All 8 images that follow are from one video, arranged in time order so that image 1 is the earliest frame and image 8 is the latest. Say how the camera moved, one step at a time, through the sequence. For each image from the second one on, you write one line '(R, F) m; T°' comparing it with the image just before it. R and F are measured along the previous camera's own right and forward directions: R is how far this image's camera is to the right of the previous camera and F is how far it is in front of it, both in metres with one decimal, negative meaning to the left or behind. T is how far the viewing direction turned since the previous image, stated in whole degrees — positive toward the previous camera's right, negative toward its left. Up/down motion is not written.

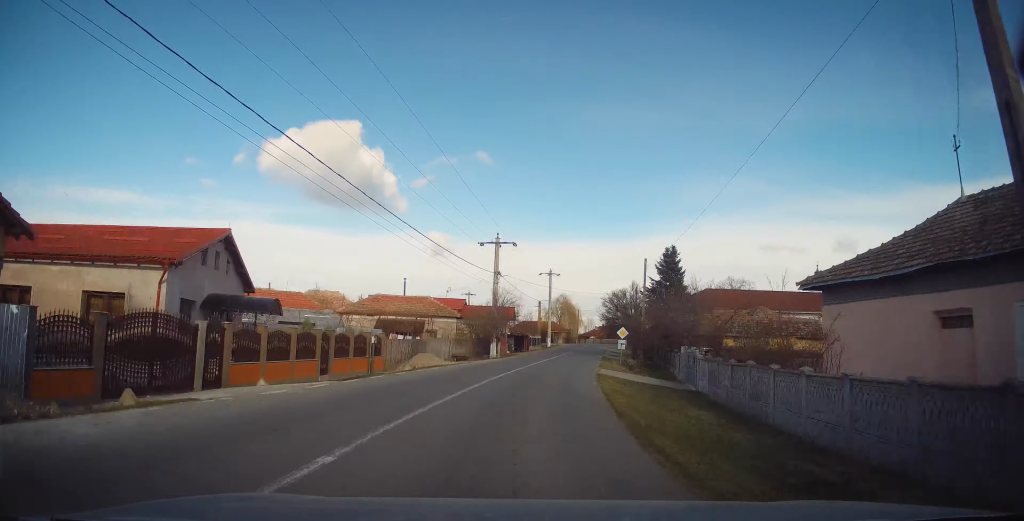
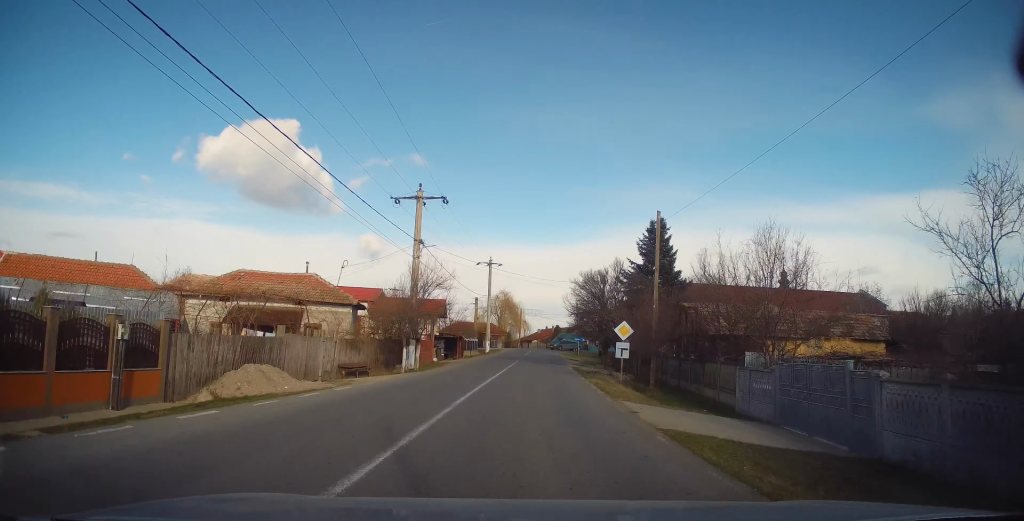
(+0.8, +14.4) m; +5°
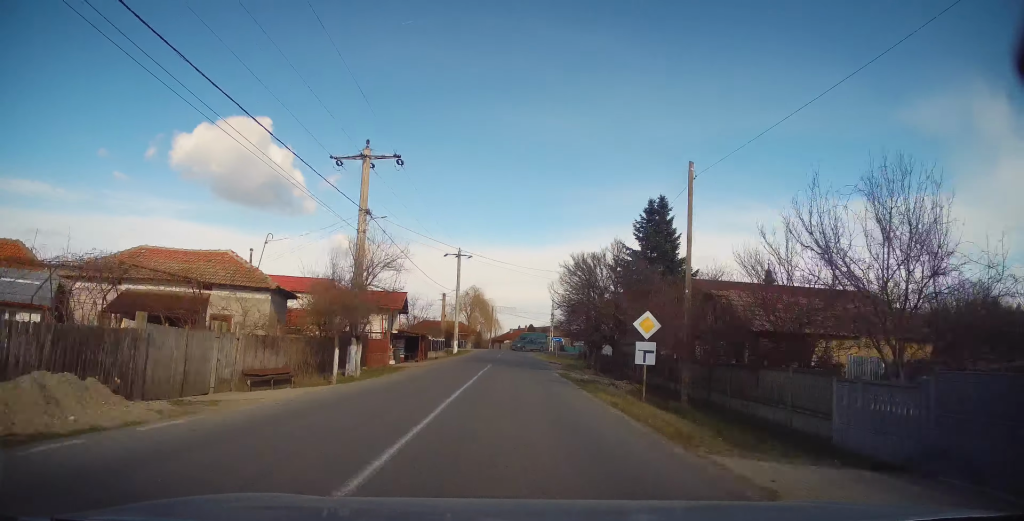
(+0.2, +6.8) m; +2°
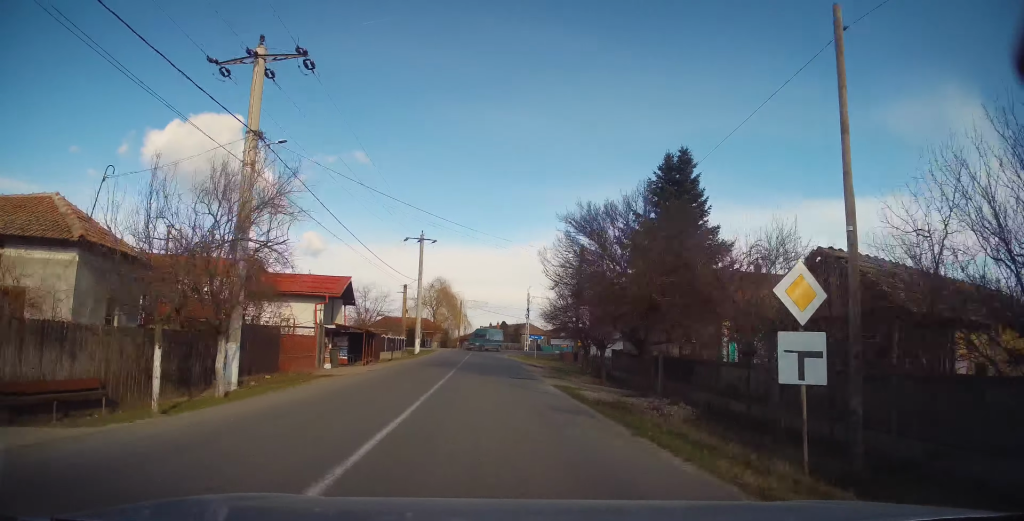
(+0.1, +8.9) m; +2°
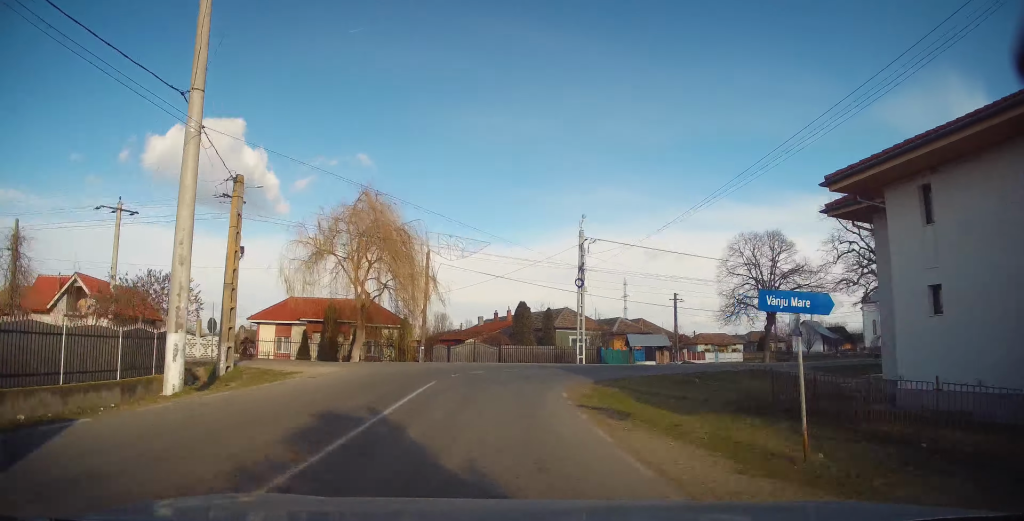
(+1.4, +40.6) m; +4°
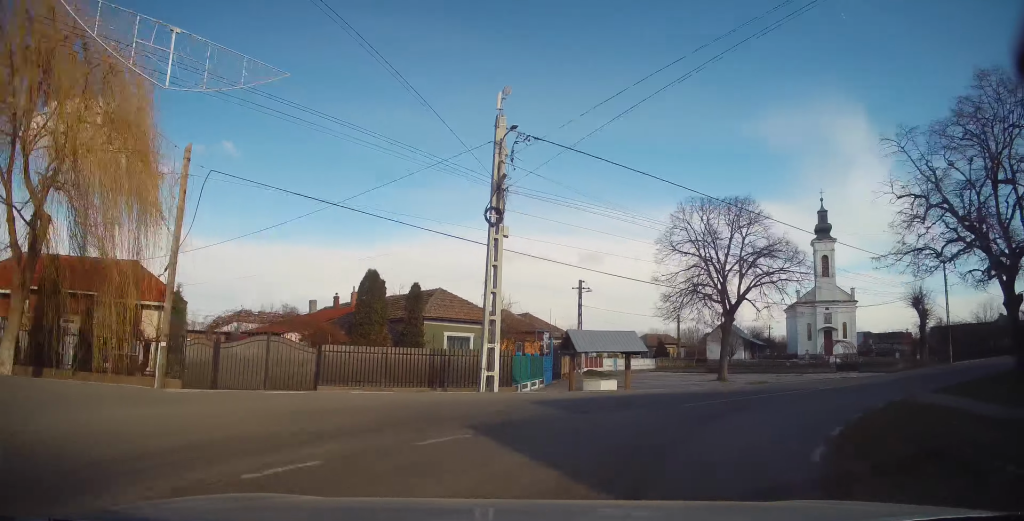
(+1.5, +17.4) m; +17°
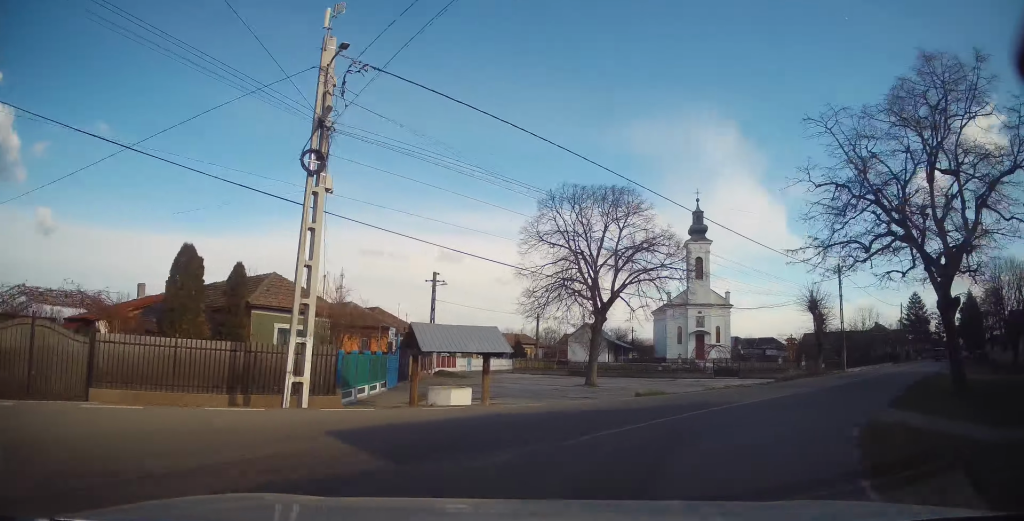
(+0.2, +4.6) m; +13°
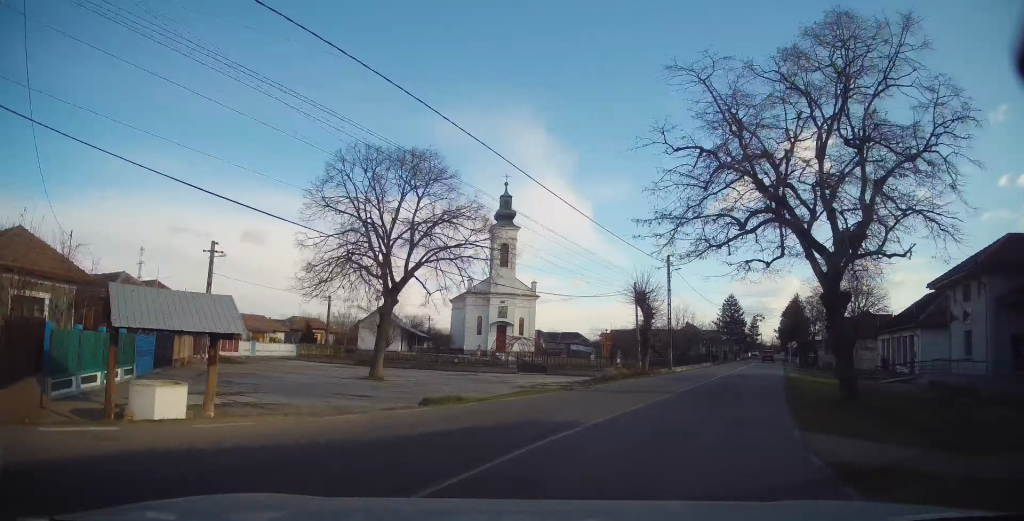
(+0.9, +5.1) m; +19°
